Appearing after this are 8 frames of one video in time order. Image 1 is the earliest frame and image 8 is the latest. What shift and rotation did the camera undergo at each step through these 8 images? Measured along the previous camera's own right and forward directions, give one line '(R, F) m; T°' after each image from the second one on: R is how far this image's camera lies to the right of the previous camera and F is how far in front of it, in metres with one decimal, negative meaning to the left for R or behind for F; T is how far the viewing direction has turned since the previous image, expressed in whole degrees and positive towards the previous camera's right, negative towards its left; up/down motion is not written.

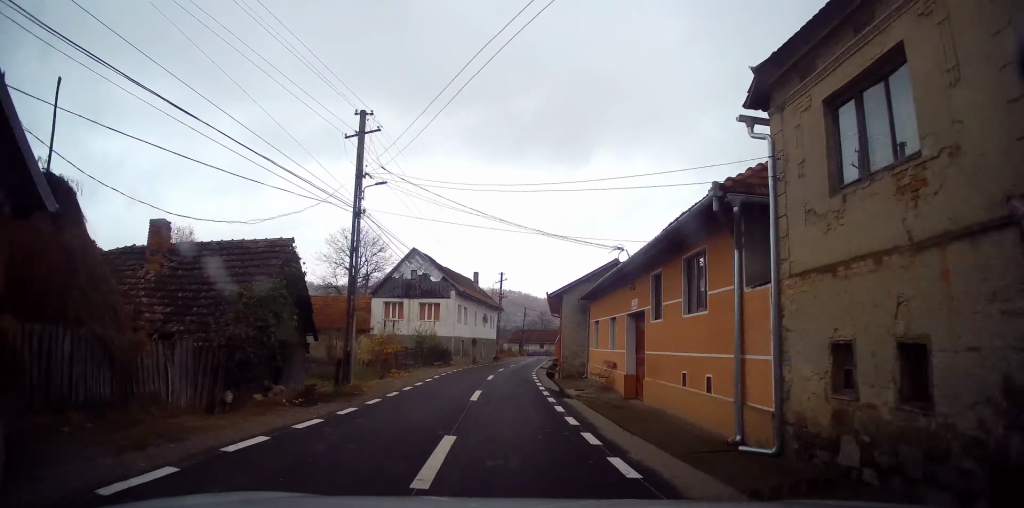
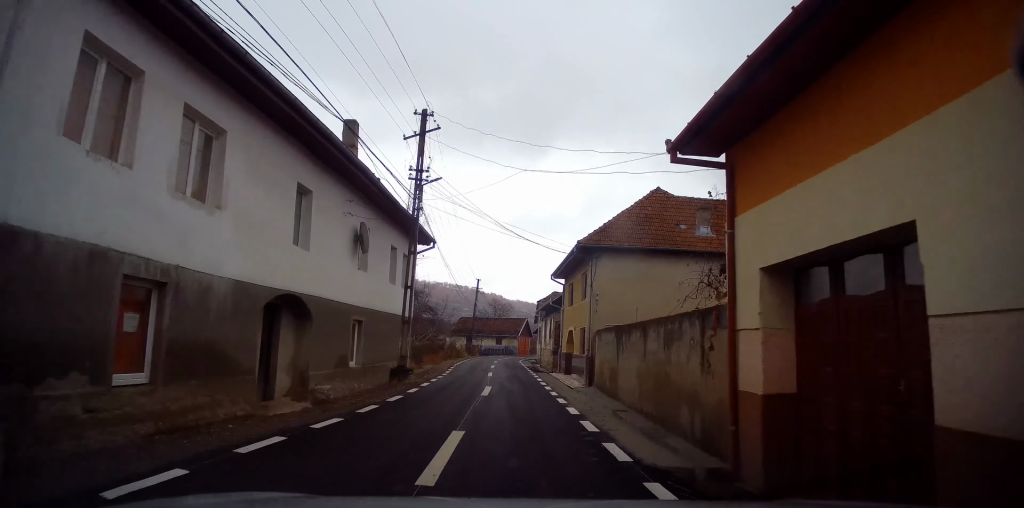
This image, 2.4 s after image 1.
(+2.2, +33.6) m; +6°
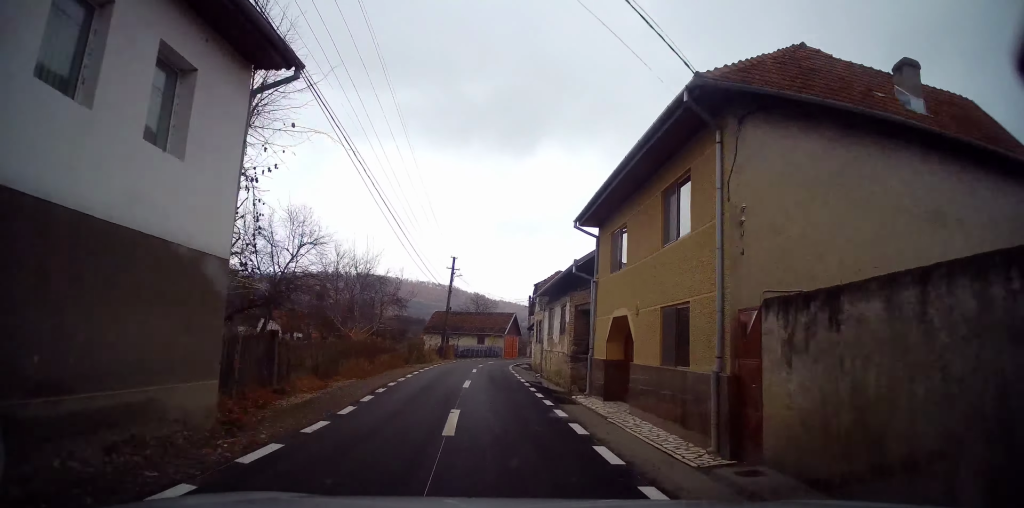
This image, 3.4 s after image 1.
(-0.1, +14.2) m; 0°
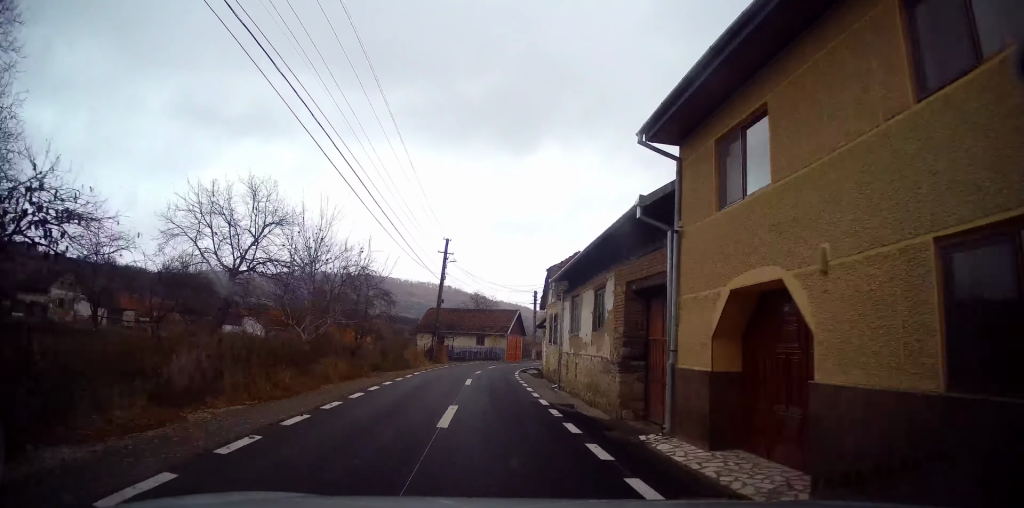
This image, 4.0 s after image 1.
(-0.1, +7.6) m; 0°
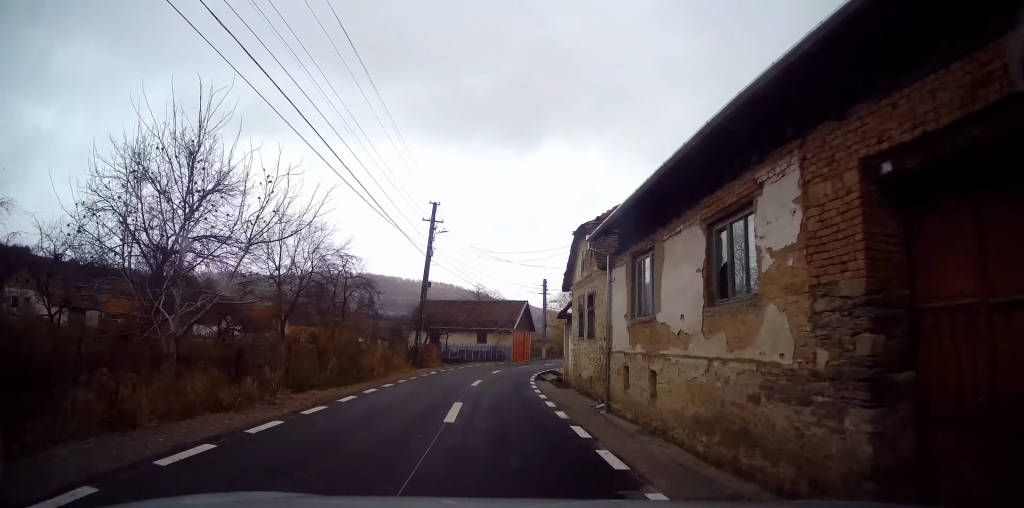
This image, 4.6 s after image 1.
(+0.2, +8.7) m; +1°
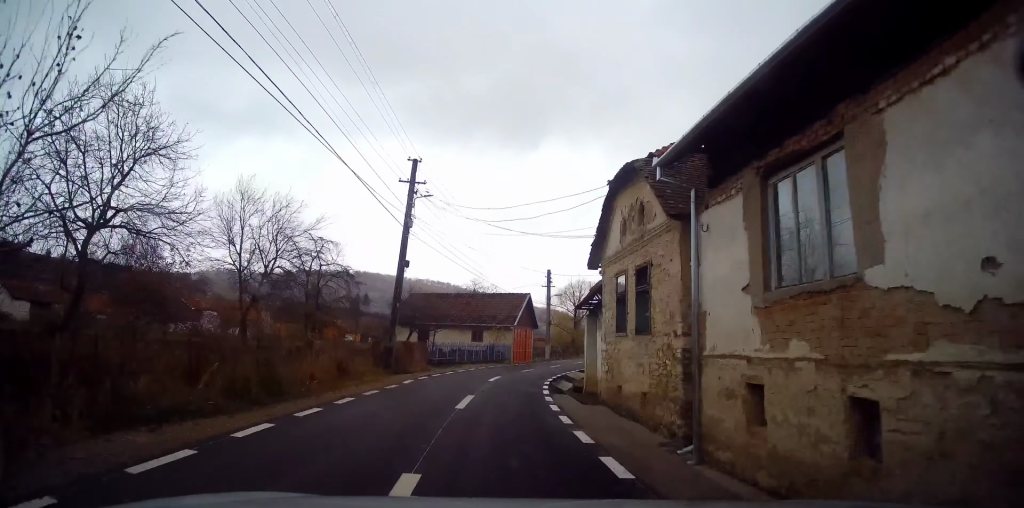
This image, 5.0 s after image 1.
(0.0, +6.3) m; +1°
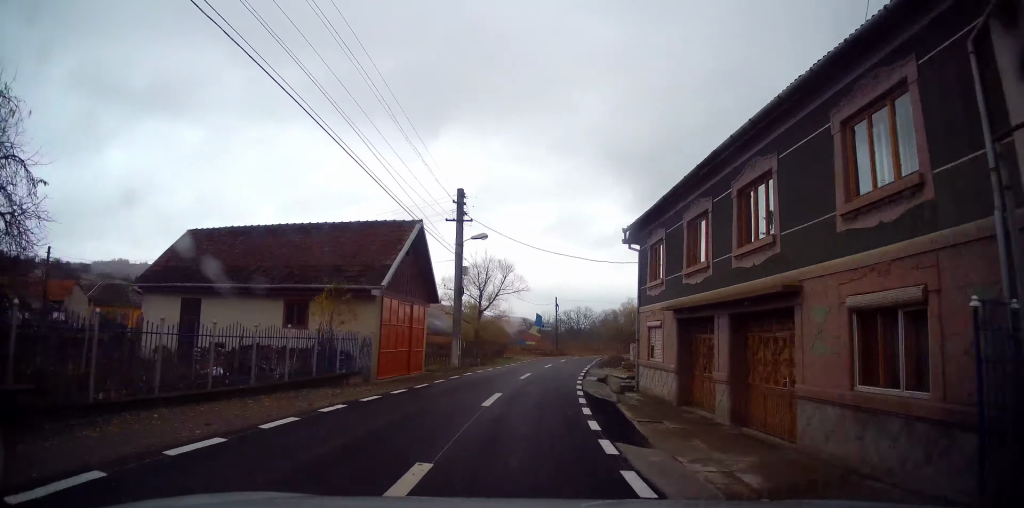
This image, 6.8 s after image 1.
(+1.9, +26.1) m; +12°
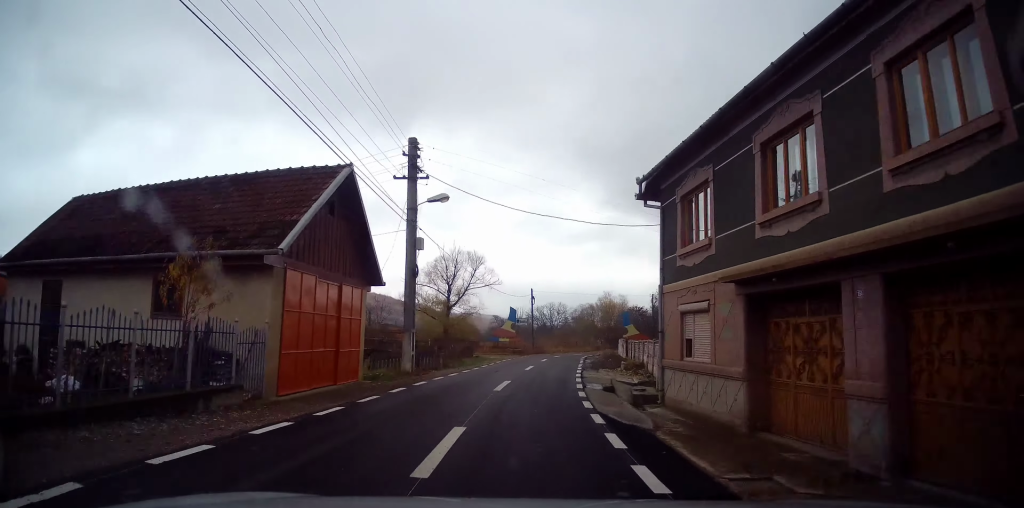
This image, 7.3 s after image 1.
(+0.4, +6.3) m; +2°
